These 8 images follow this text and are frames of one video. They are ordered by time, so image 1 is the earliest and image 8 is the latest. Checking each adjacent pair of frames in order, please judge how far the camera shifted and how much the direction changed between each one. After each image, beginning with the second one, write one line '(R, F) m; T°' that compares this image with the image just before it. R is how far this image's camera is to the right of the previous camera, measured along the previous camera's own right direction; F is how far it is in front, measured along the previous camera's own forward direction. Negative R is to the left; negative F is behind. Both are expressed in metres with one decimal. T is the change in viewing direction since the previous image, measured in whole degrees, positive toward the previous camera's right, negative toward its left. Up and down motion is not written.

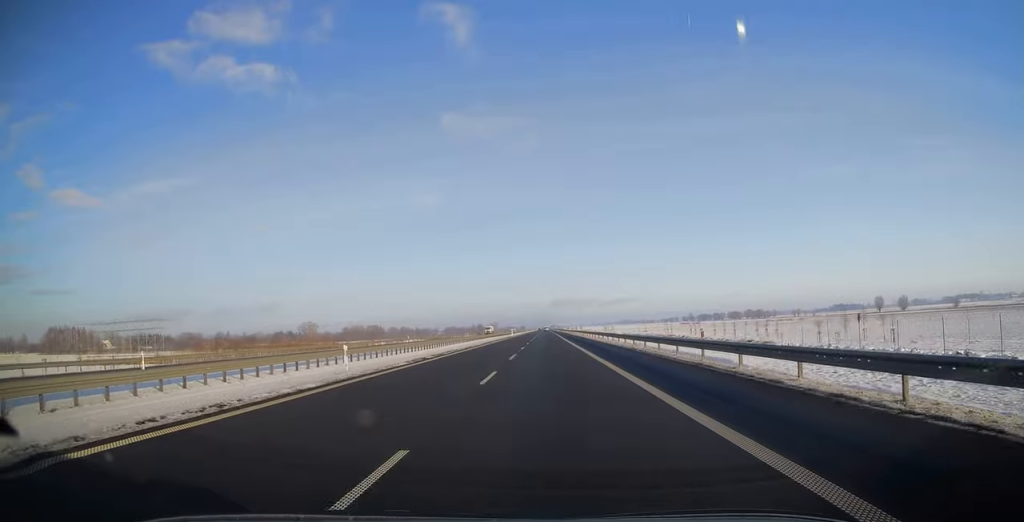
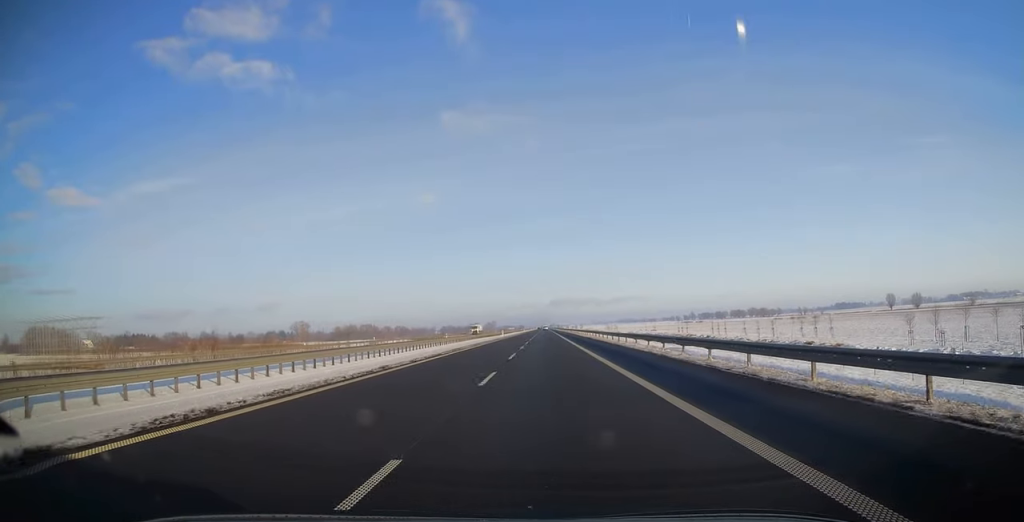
(+0.1, +24.4) m; 0°
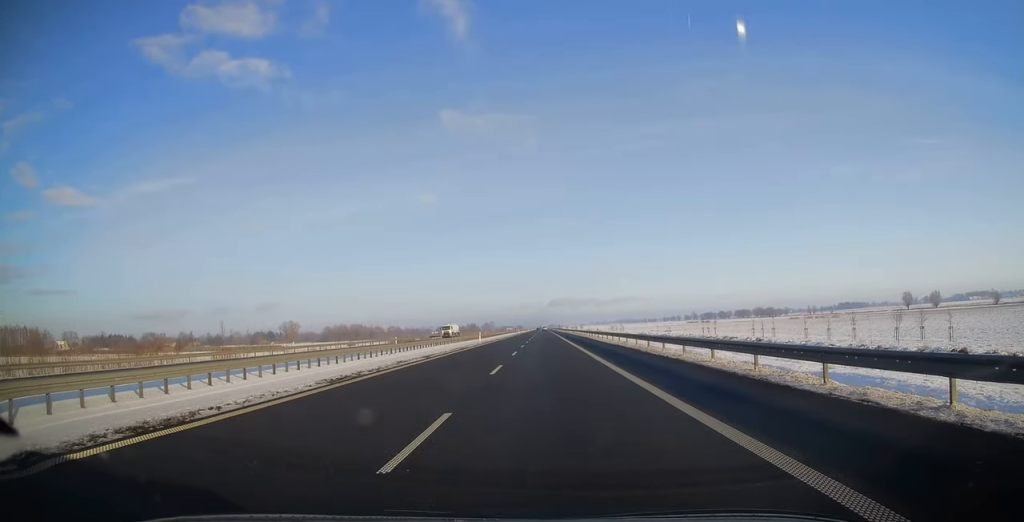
(+0.2, +32.4) m; 0°
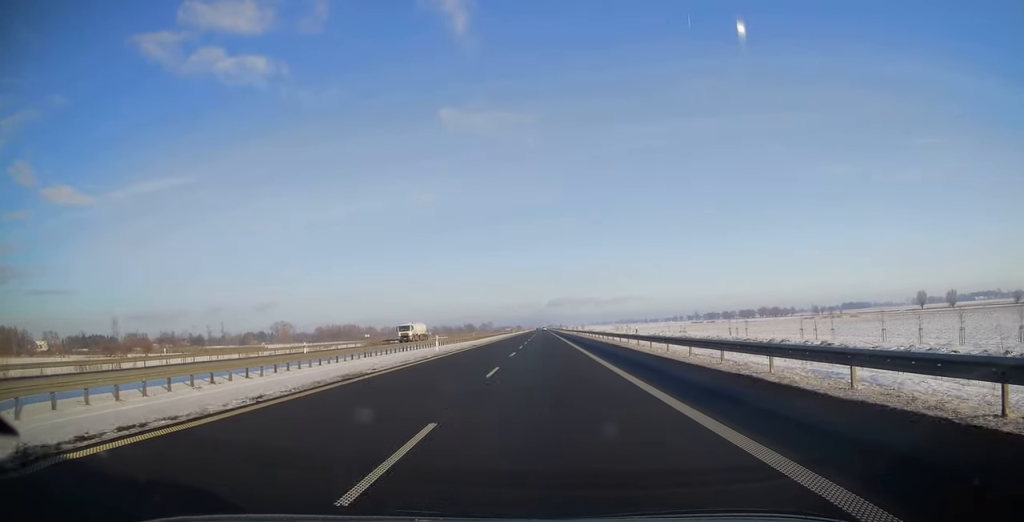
(-0.3, +25.0) m; -1°
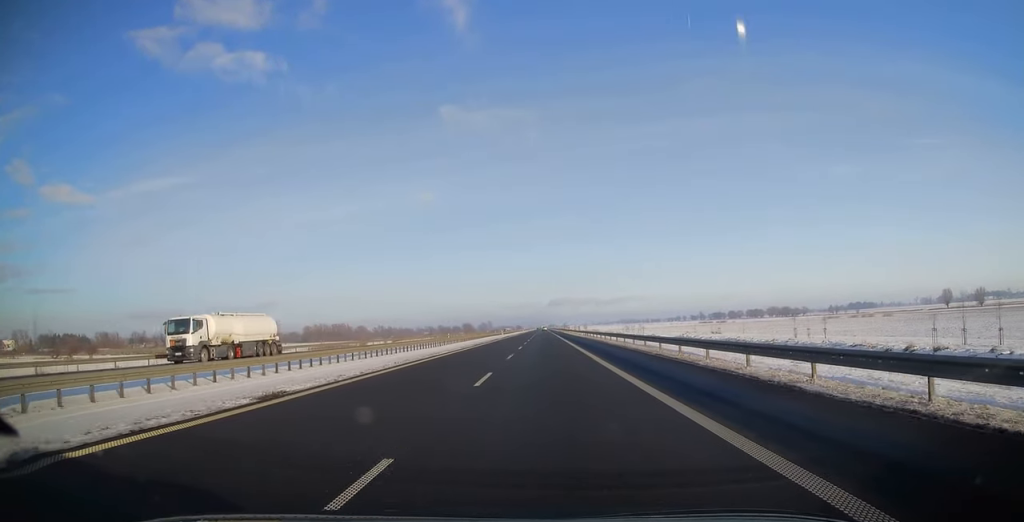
(+0.2, +38.2) m; +1°
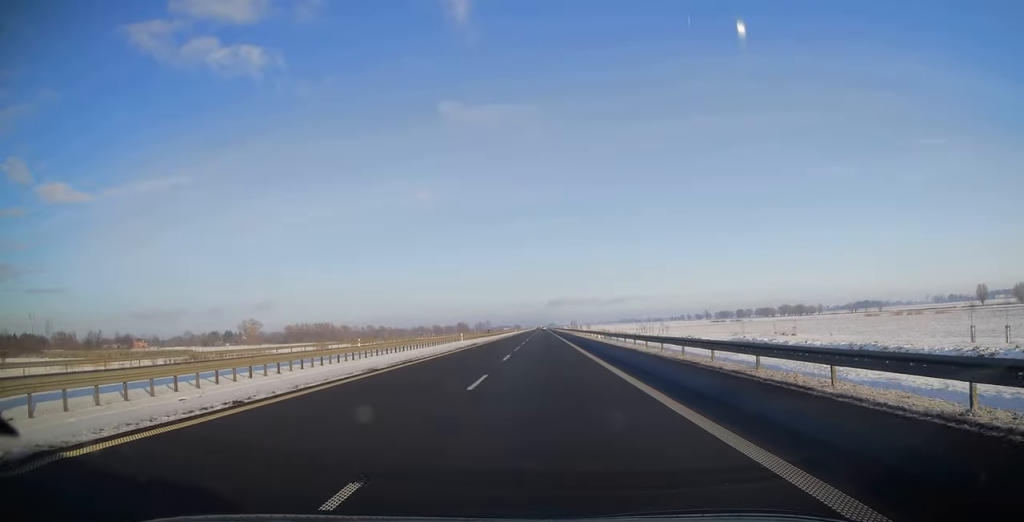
(0.0, +48.9) m; -1°
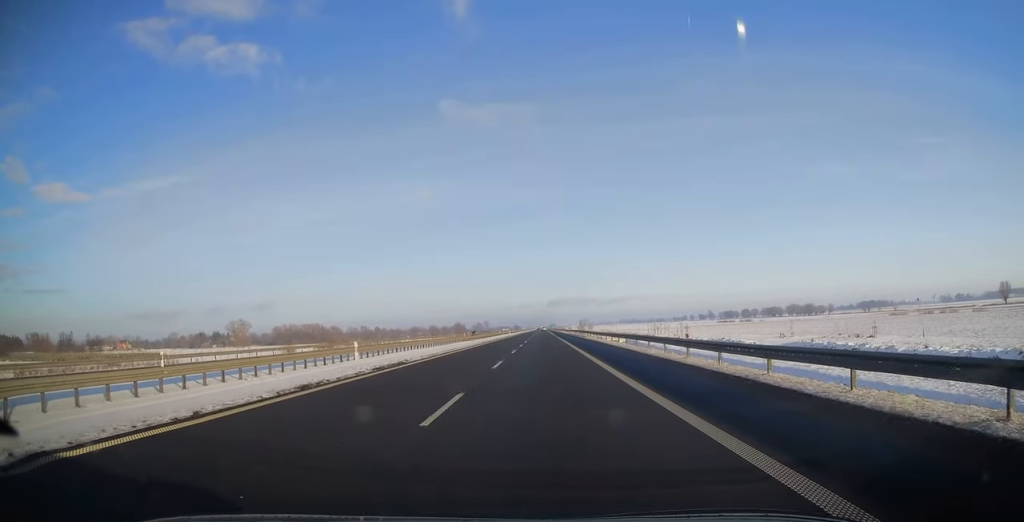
(-0.1, +28.7) m; 0°
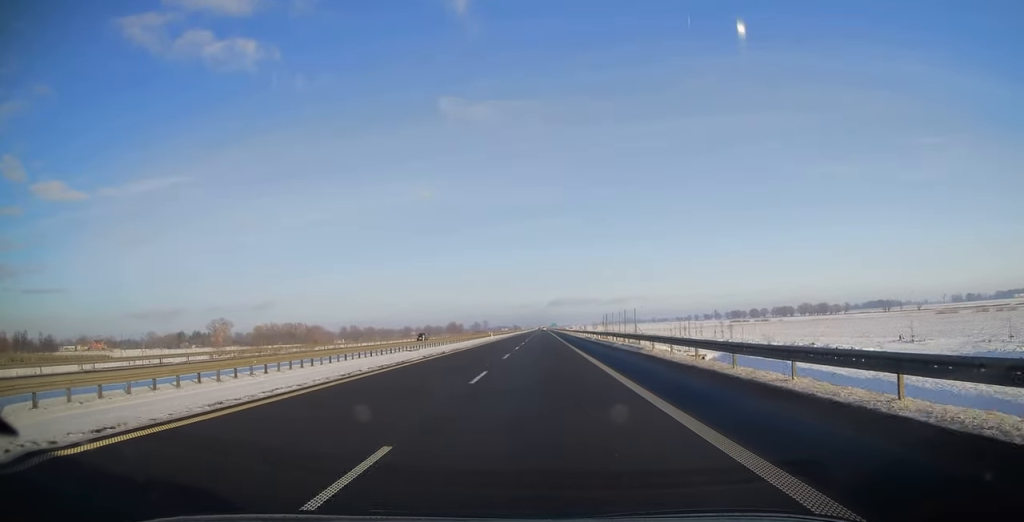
(+0.5, +41.4) m; 0°
